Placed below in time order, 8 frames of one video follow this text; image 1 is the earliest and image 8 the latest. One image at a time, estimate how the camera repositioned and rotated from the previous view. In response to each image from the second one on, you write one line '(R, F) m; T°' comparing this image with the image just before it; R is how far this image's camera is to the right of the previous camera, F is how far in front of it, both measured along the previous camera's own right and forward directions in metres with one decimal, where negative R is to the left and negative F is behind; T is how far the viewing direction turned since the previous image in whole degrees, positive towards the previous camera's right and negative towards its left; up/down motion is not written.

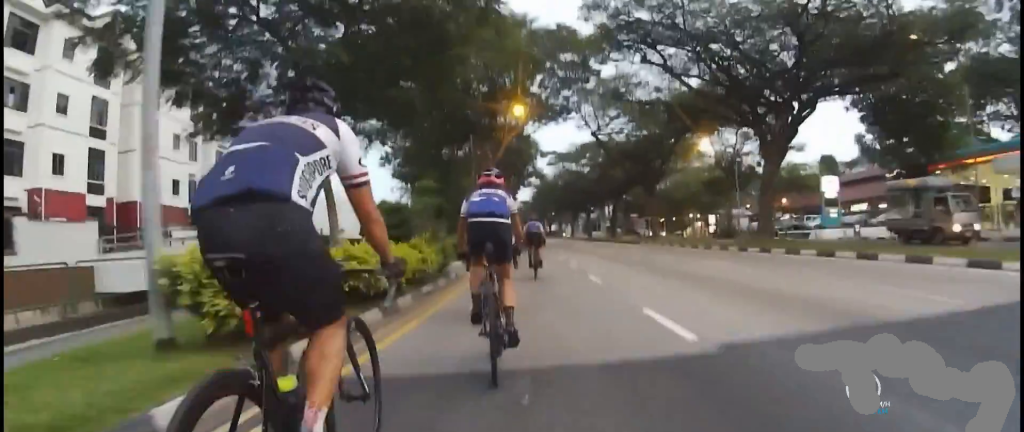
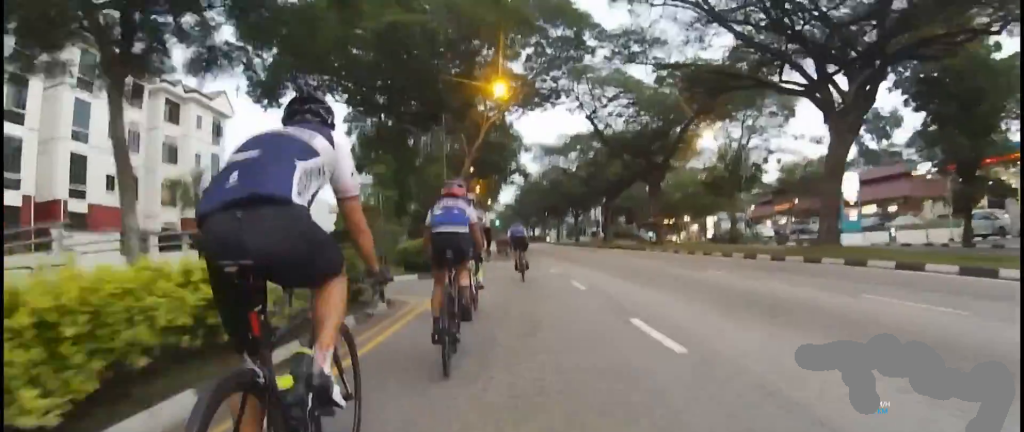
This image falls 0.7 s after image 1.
(0.0, +6.4) m; 0°
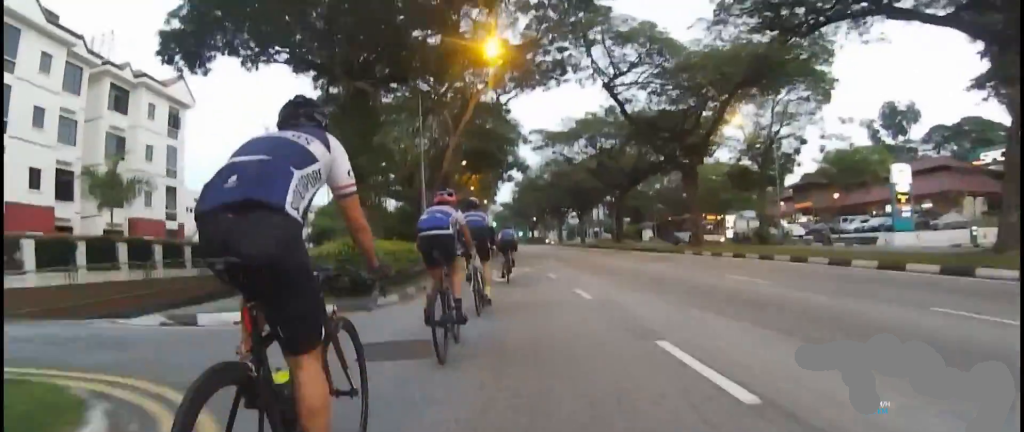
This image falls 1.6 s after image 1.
(0.0, +7.3) m; 0°
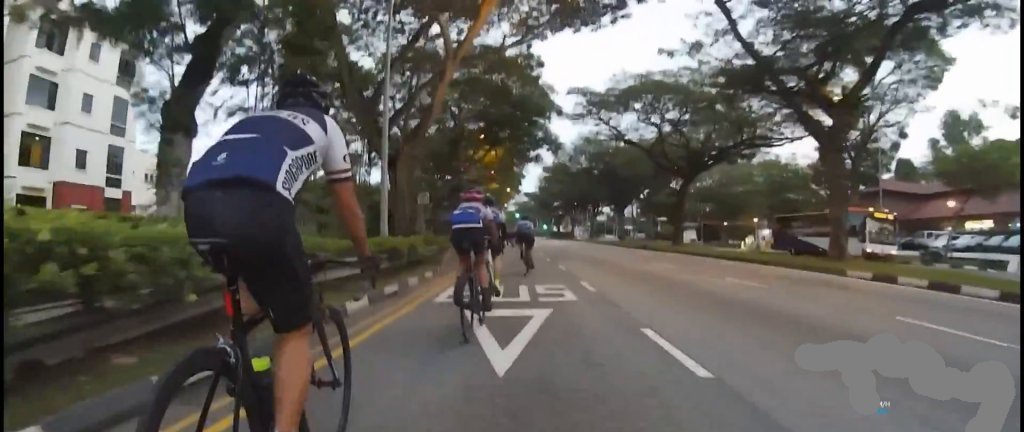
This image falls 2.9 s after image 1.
(0.0, +10.5) m; 0°
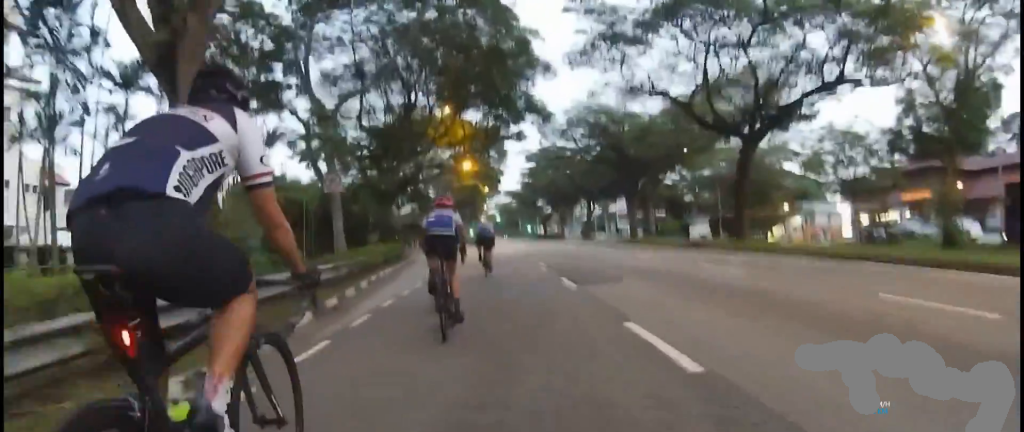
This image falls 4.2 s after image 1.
(0.0, +11.4) m; 0°
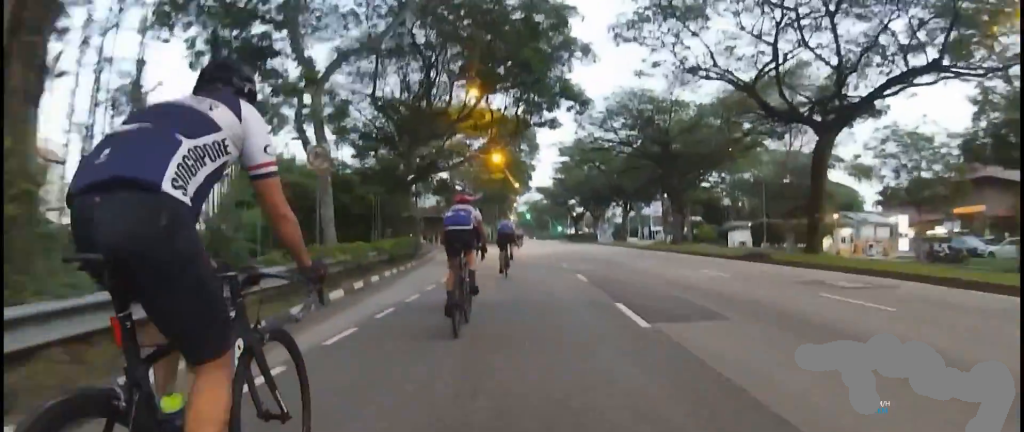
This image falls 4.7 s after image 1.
(0.0, +3.5) m; 0°
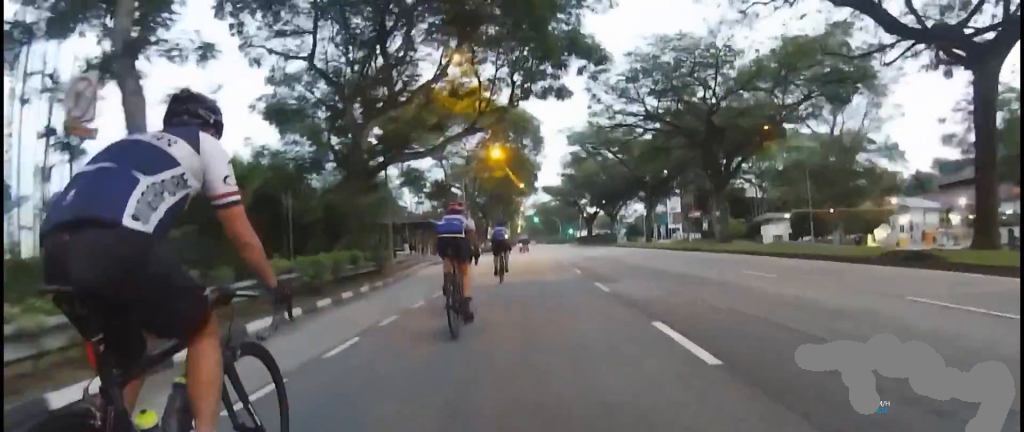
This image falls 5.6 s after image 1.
(0.0, +7.5) m; 0°
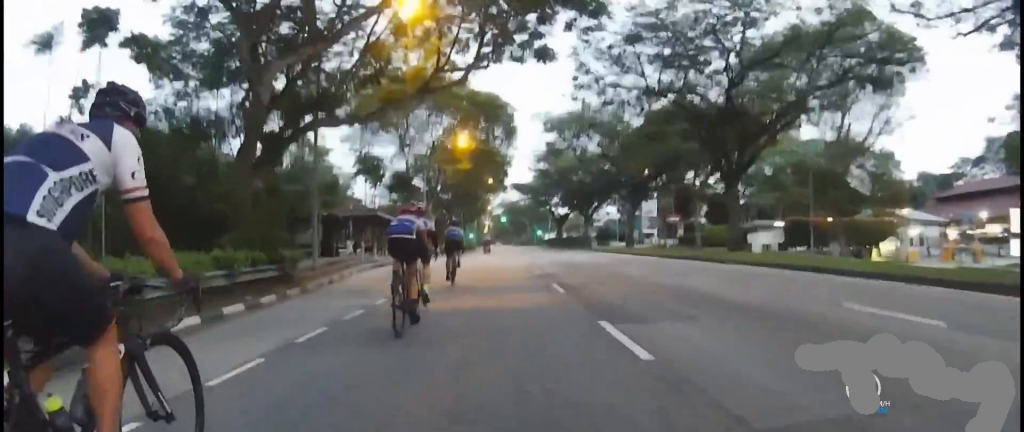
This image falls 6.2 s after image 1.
(0.0, +5.1) m; 0°
